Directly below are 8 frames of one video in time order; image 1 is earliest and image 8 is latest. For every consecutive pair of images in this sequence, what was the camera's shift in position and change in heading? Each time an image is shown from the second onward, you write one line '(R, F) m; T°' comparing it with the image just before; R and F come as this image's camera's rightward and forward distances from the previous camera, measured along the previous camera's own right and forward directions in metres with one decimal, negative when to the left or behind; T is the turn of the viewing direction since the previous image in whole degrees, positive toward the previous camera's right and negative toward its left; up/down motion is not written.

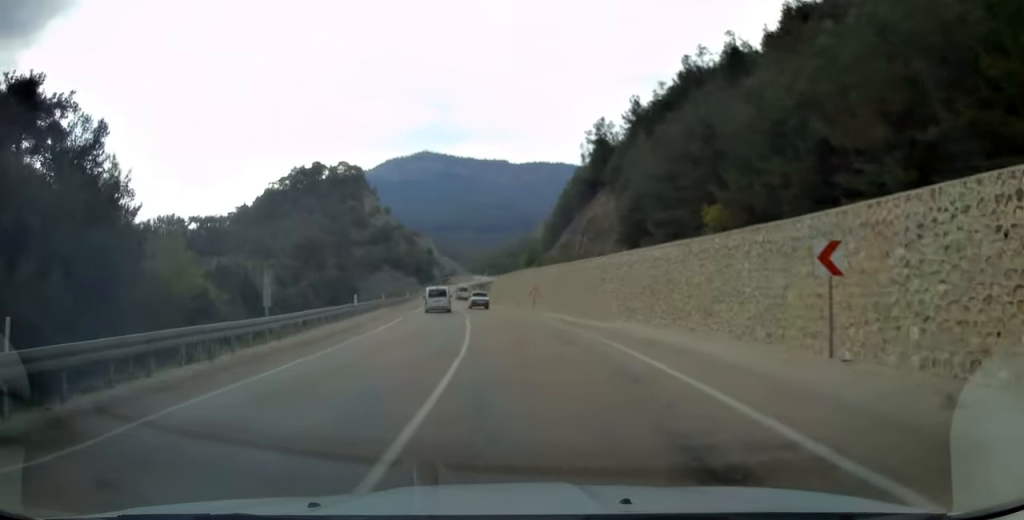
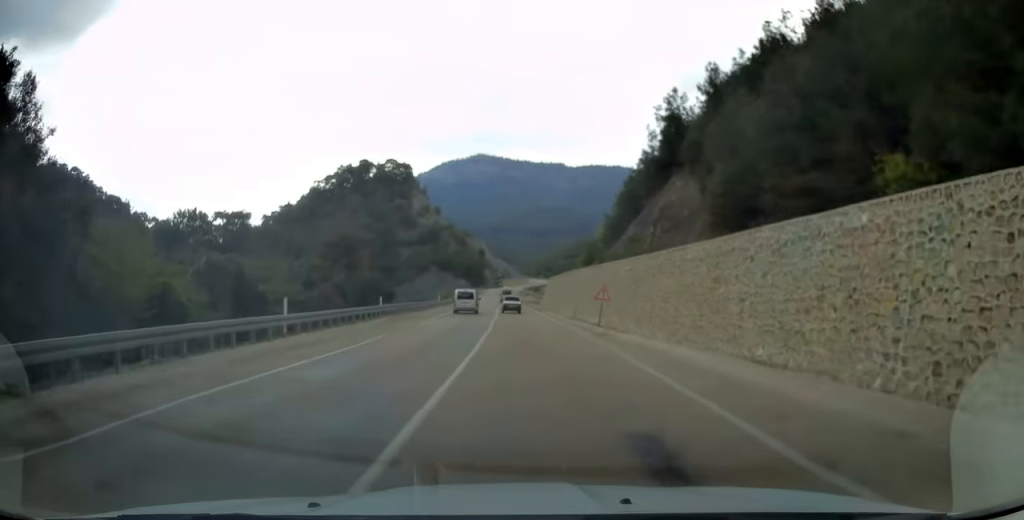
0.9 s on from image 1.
(-0.8, +15.8) m; -5°
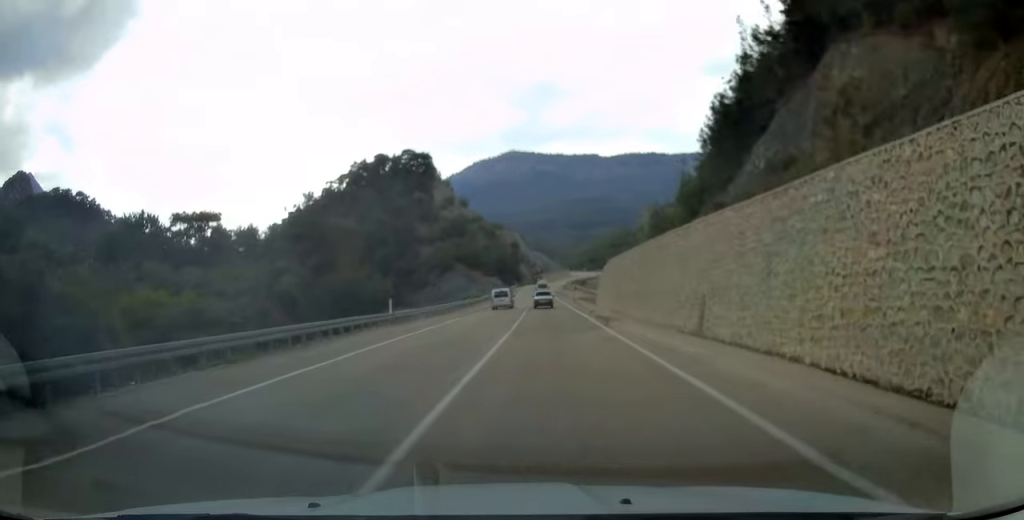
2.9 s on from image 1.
(-2.3, +36.9) m; -5°
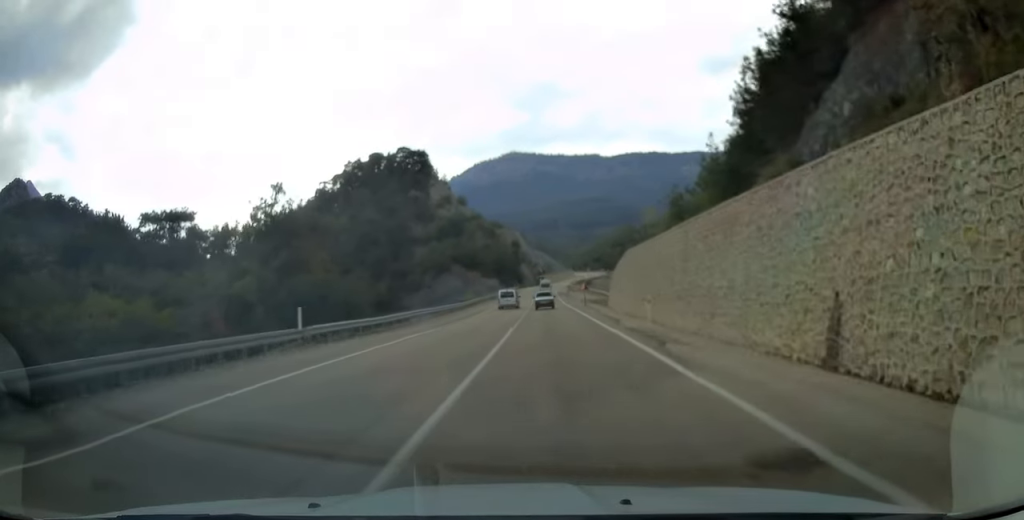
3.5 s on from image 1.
(+0.1, +12.4) m; 0°
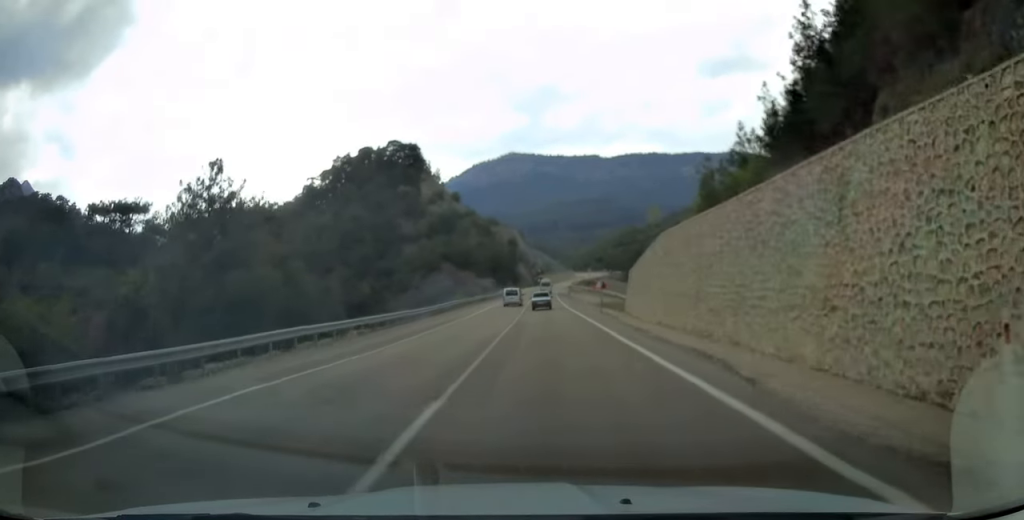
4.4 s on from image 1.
(-0.1, +16.7) m; 0°
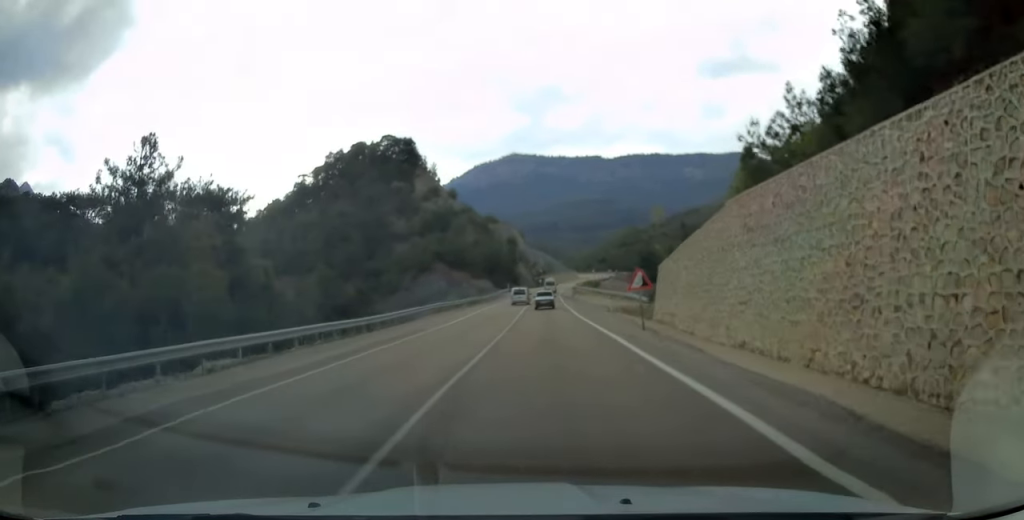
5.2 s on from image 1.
(0.0, +13.7) m; 0°
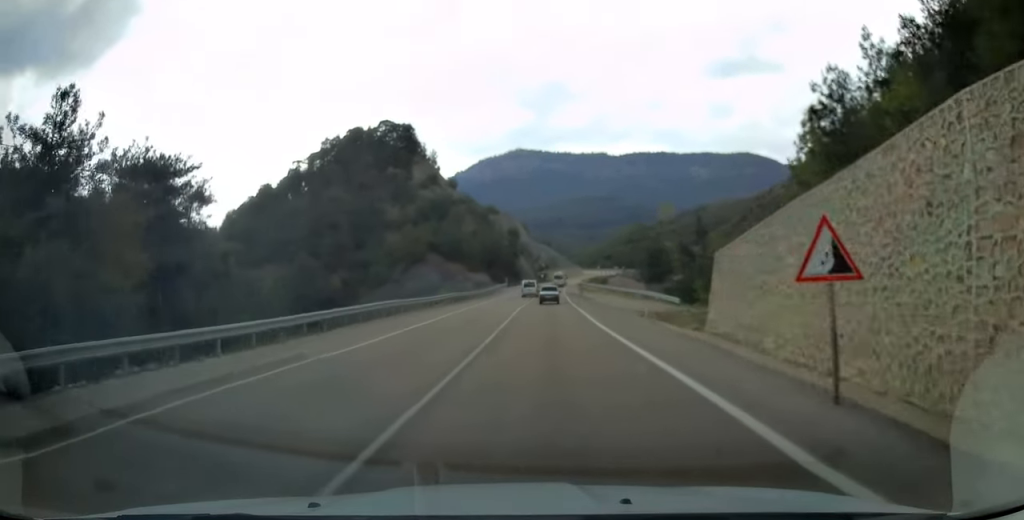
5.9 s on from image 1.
(0.0, +13.2) m; 0°
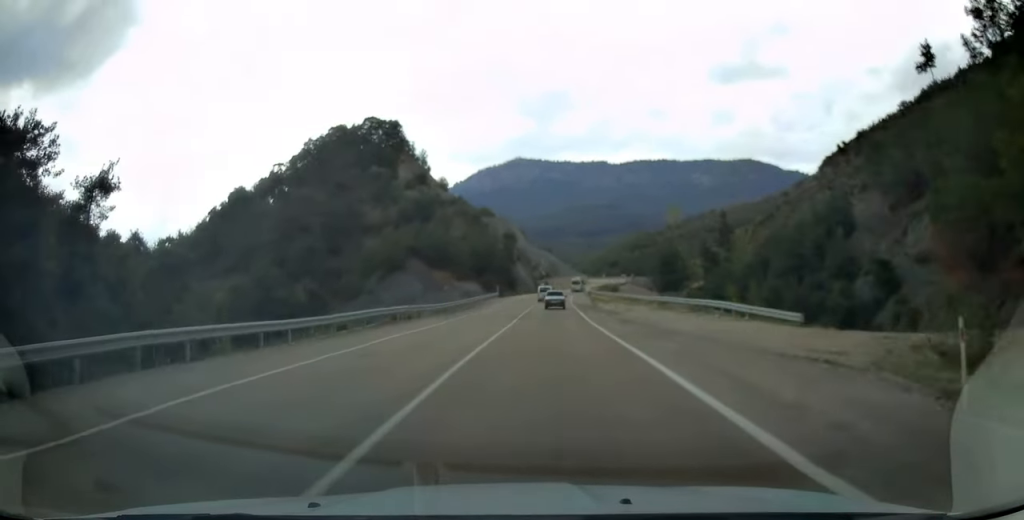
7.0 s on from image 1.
(-0.1, +21.6) m; 0°
